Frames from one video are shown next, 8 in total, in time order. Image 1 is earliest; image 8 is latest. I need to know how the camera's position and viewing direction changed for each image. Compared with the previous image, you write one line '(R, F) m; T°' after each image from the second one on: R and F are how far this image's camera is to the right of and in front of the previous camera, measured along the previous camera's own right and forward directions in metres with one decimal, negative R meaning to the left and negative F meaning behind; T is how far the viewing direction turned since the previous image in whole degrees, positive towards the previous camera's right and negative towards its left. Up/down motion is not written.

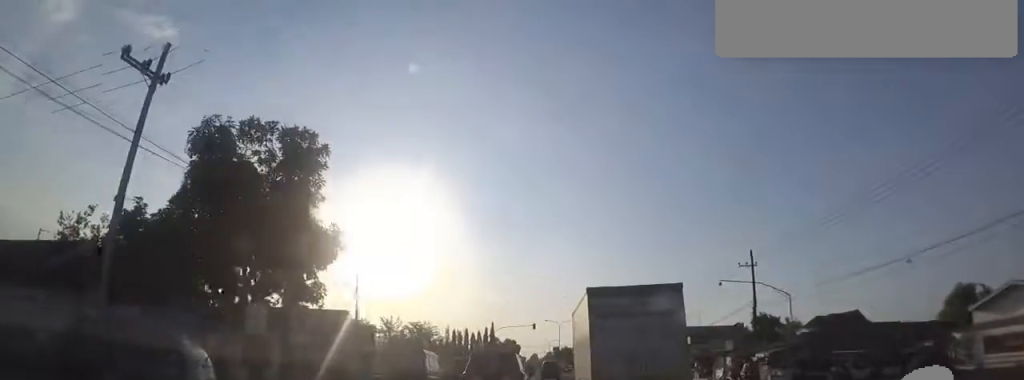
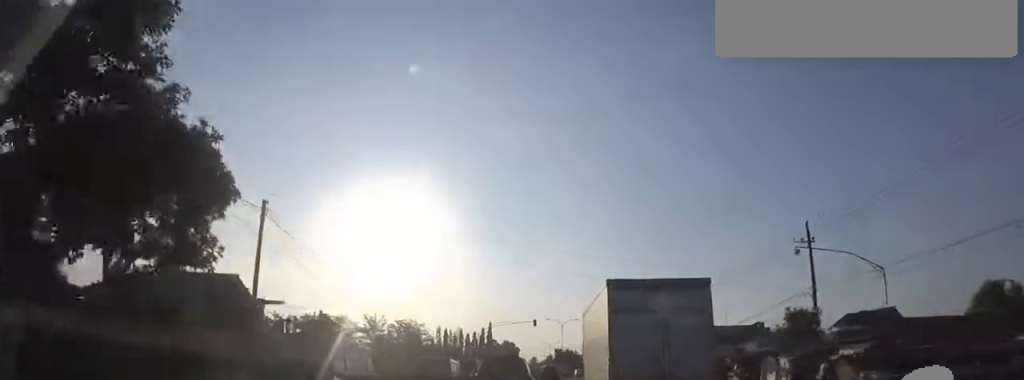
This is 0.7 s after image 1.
(-0.1, +8.9) m; -1°
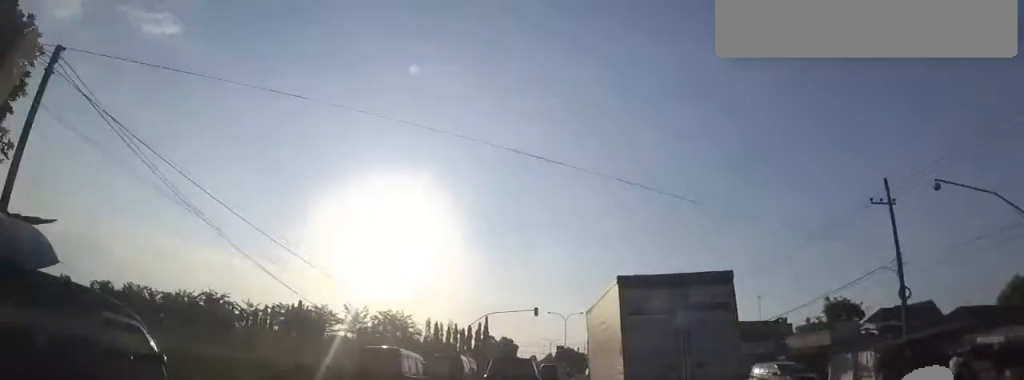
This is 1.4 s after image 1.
(-0.5, +8.2) m; 0°
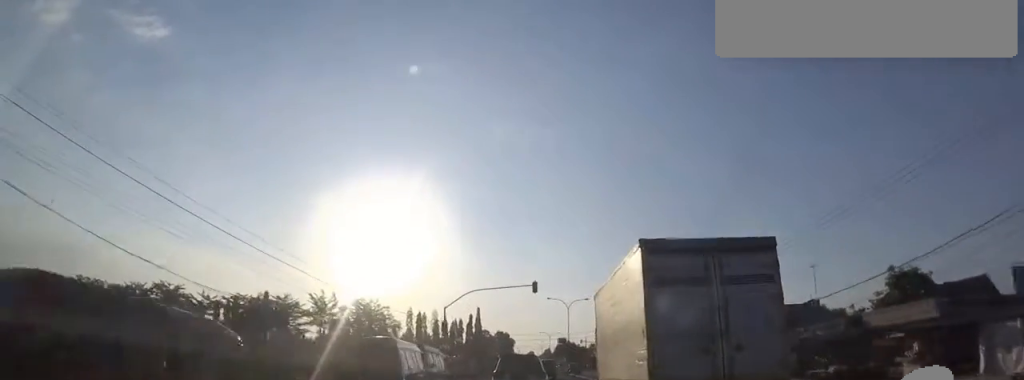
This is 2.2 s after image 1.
(+0.6, +10.4) m; 0°
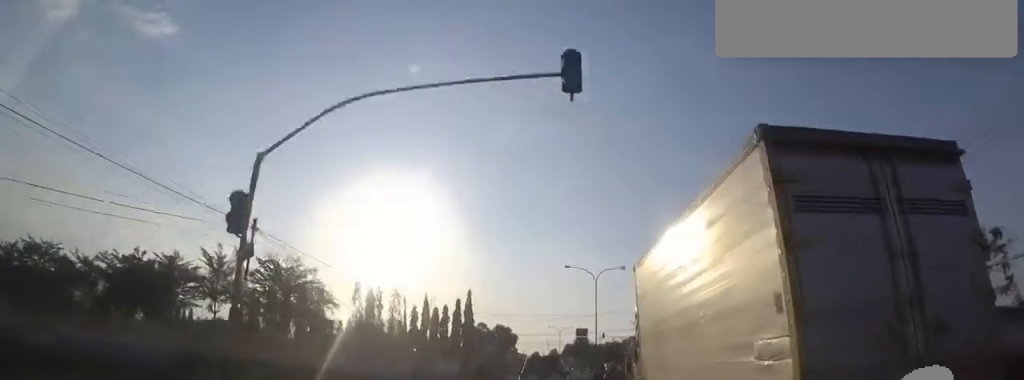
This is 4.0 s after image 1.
(-1.0, +22.8) m; -3°
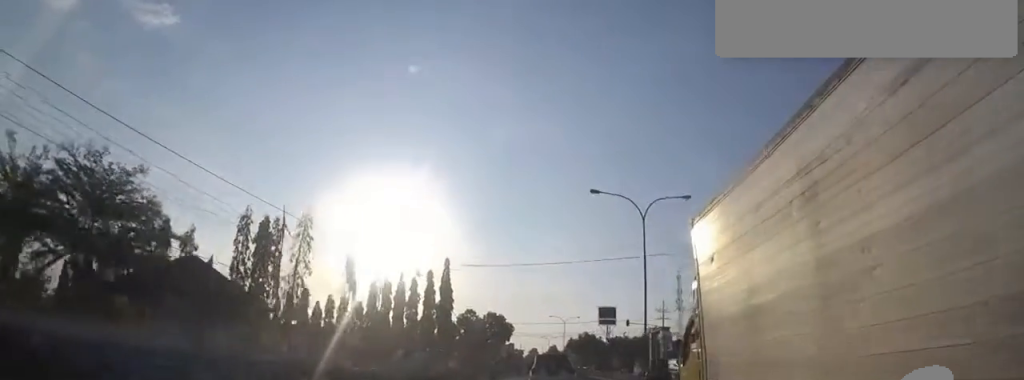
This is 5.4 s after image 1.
(0.0, +19.6) m; +5°
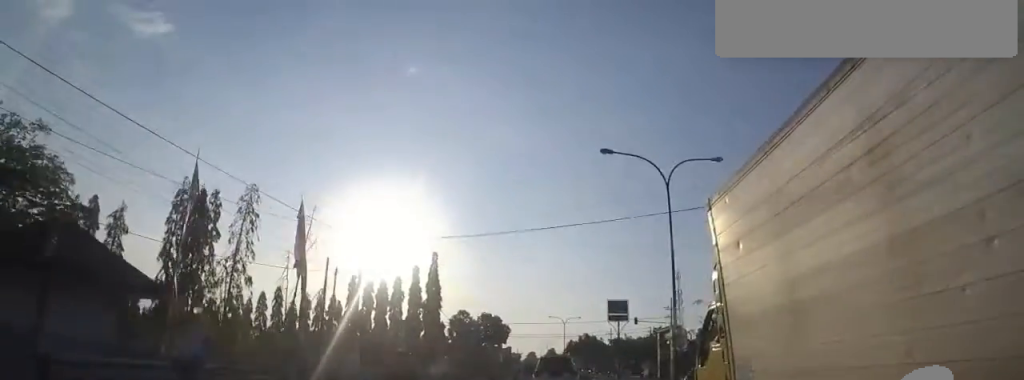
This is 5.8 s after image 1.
(+0.5, +5.7) m; 0°
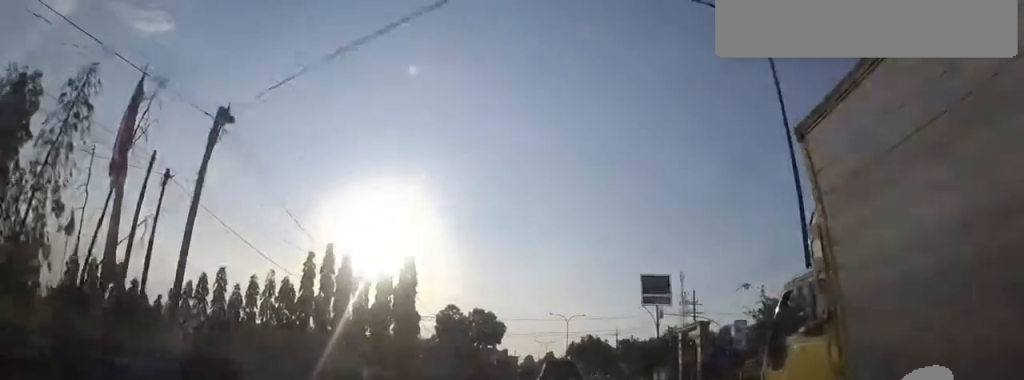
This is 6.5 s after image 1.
(+0.6, +10.0) m; 0°
